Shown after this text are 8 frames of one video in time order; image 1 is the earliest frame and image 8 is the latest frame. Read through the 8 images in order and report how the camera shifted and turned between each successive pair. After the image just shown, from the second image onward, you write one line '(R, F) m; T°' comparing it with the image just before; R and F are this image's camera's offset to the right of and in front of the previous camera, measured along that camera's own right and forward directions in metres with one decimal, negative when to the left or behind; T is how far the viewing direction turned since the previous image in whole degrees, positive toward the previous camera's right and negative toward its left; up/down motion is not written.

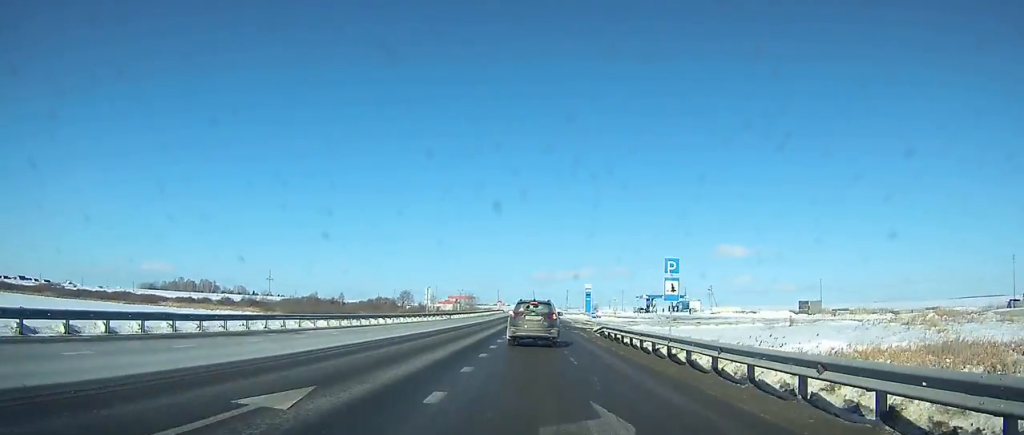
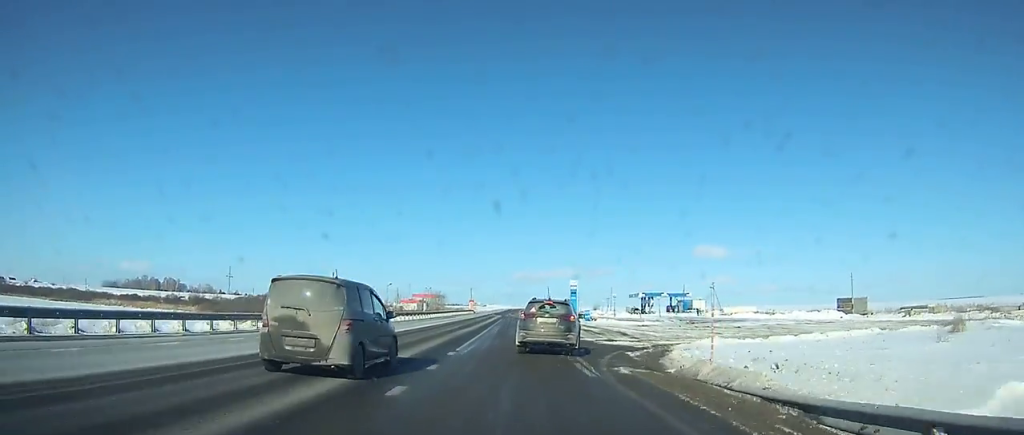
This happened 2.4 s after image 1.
(+0.3, +25.0) m; +2°
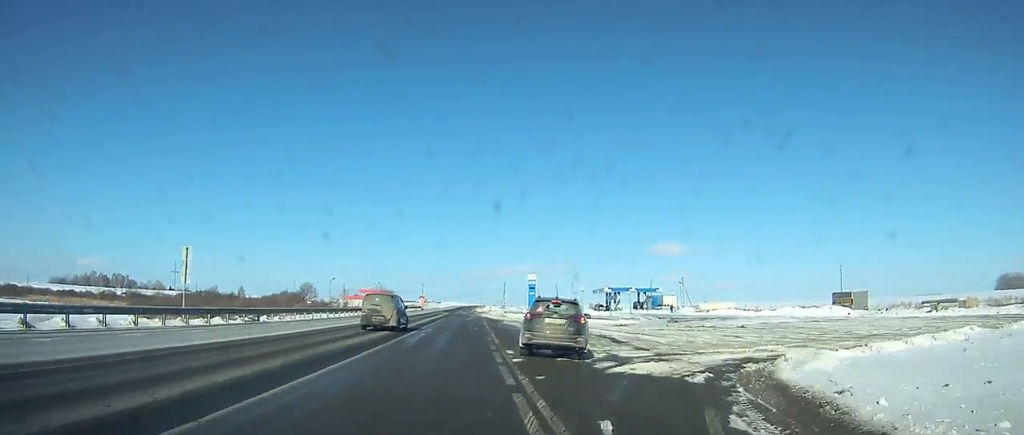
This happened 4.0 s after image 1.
(0.0, +15.0) m; +2°
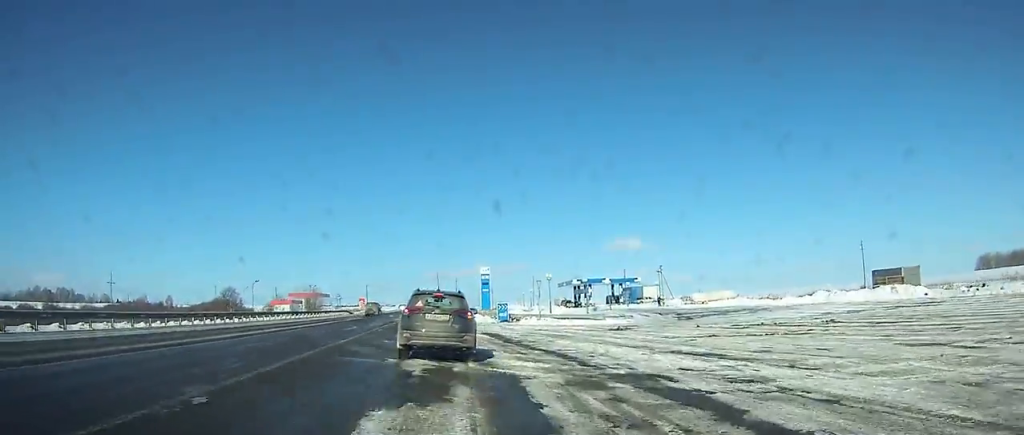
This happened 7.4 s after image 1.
(+1.4, +25.7) m; +5°
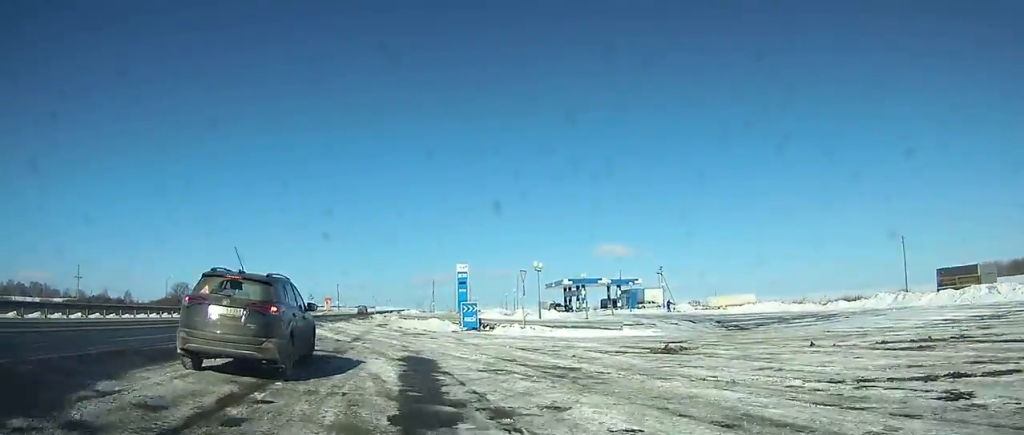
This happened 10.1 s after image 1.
(+0.3, +14.8) m; 0°
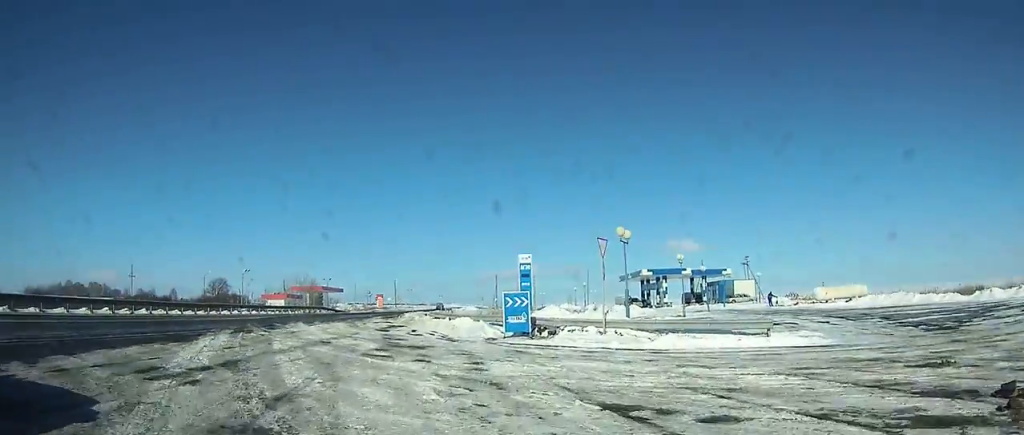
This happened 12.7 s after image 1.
(-0.3, +10.9) m; -5°
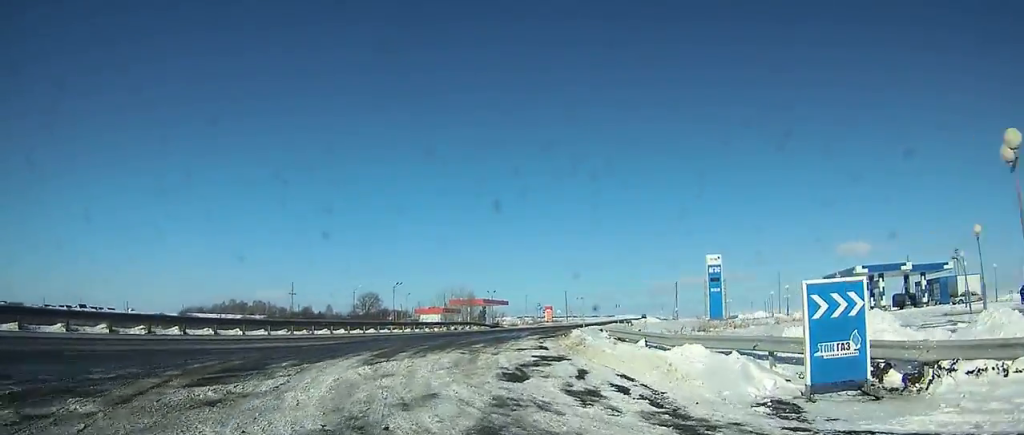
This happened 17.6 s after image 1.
(-2.5, +17.1) m; -15°
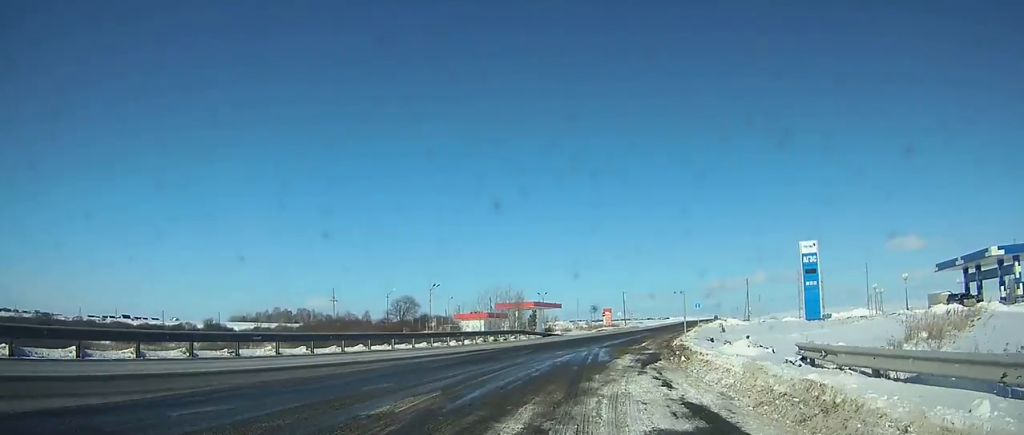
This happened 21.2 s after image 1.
(-0.9, +17.6) m; 0°
